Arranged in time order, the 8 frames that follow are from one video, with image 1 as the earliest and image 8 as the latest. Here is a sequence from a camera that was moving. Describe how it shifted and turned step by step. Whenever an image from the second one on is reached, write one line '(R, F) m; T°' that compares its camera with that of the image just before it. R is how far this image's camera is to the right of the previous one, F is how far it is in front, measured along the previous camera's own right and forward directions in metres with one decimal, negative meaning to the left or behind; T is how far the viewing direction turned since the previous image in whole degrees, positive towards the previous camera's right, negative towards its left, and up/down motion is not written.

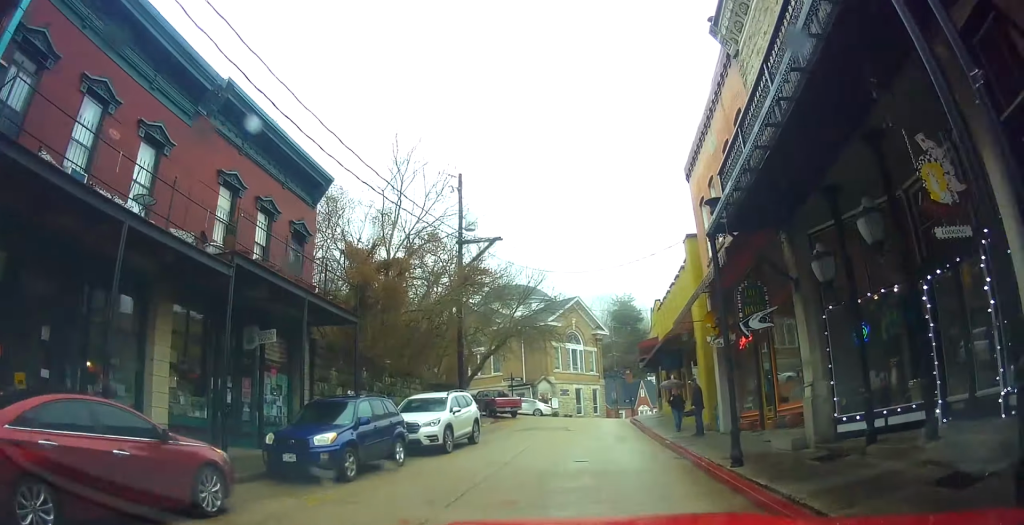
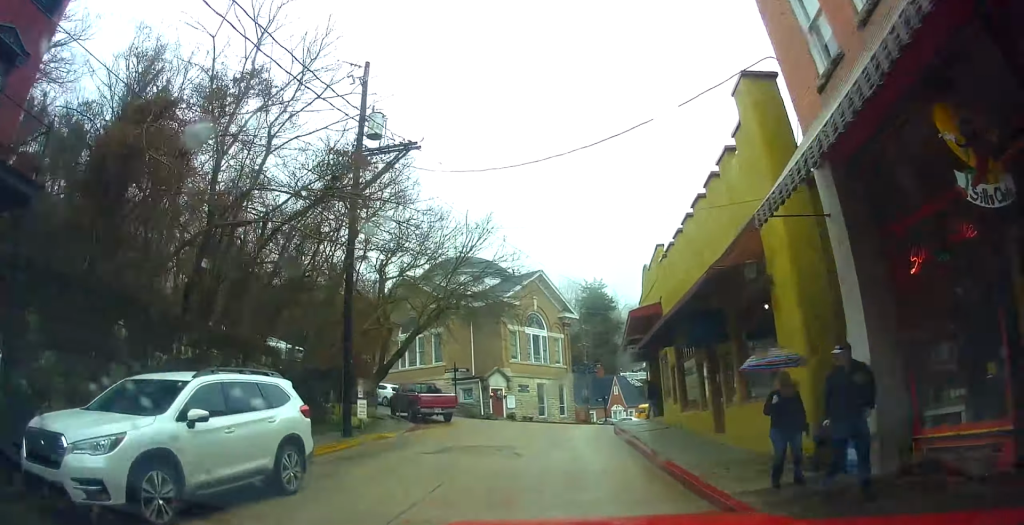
(+1.2, +9.4) m; +11°
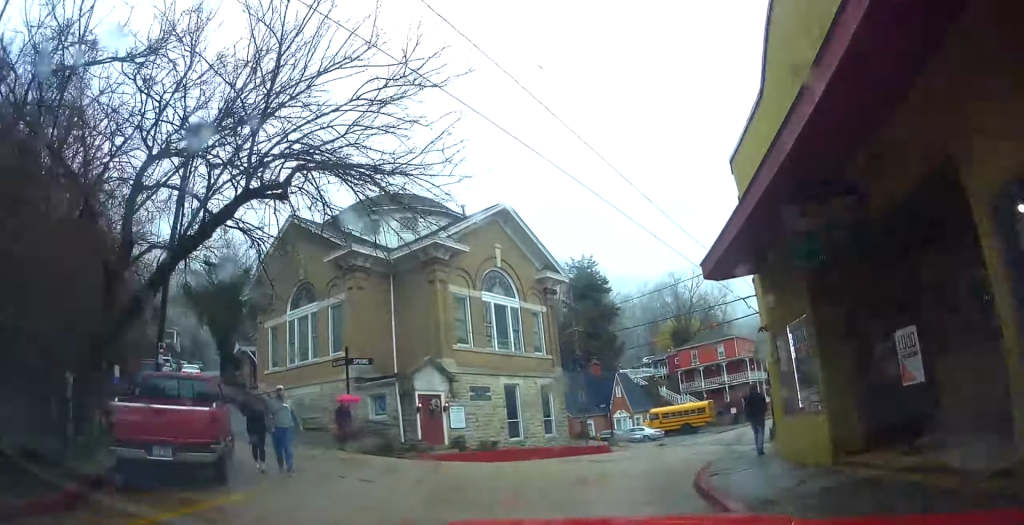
(+0.3, +18.4) m; +2°
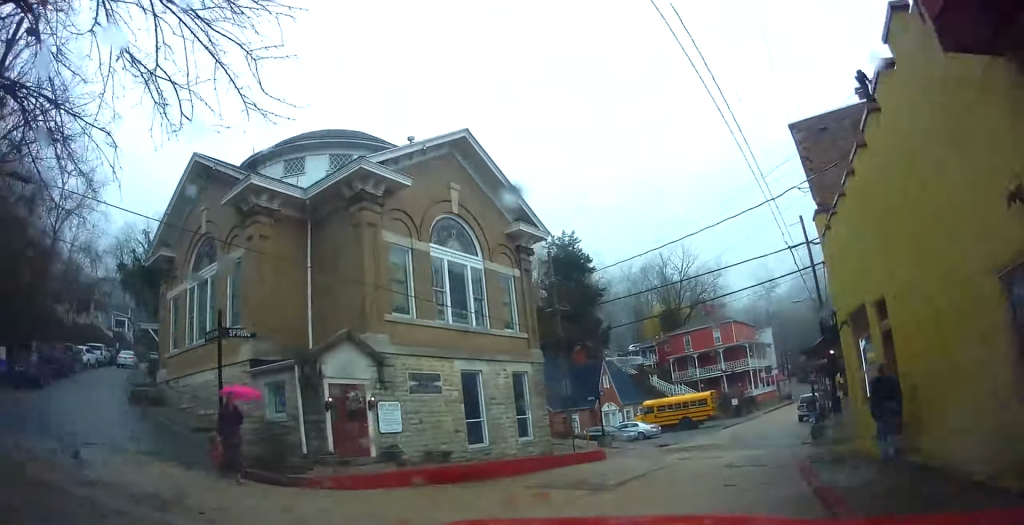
(+0.3, +7.9) m; +7°
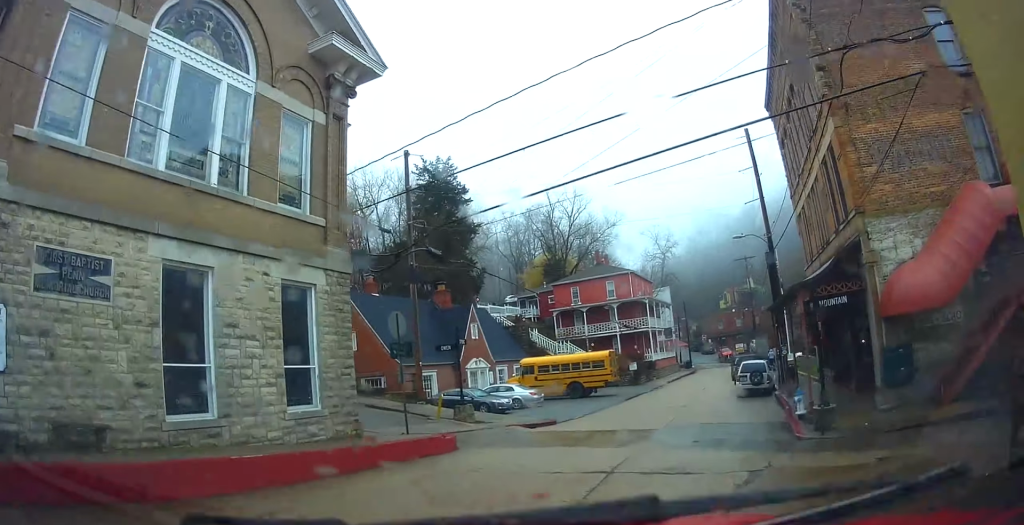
(+0.9, +10.5) m; +10°
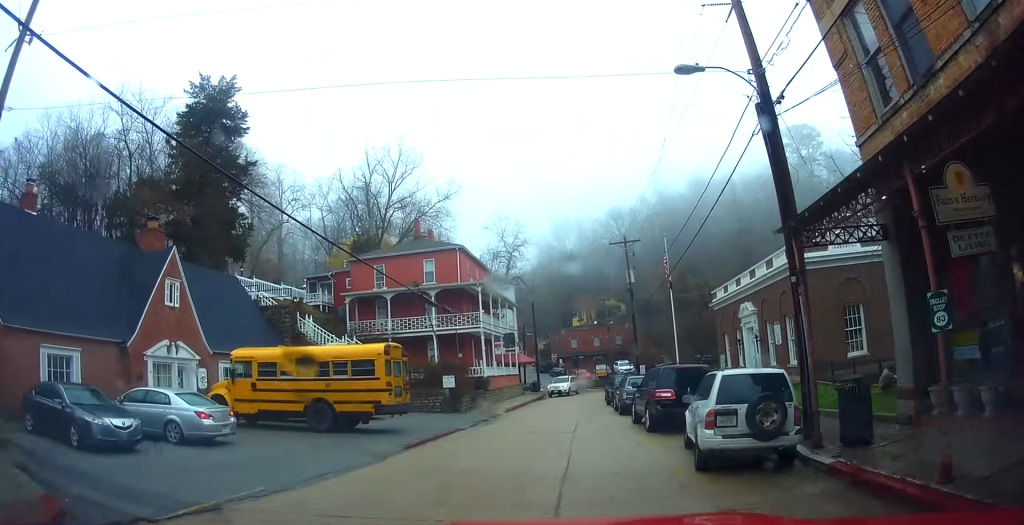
(+2.2, +17.2) m; +12°
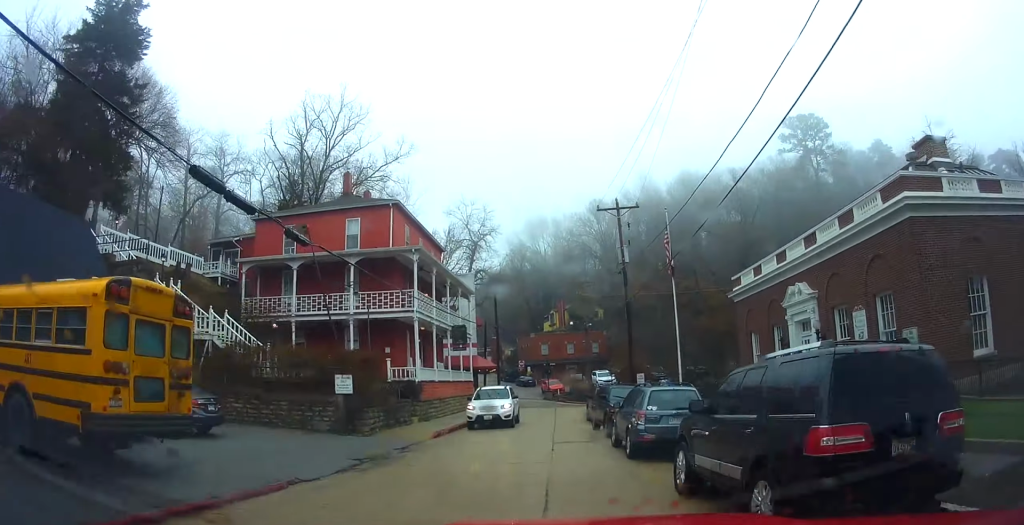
(+0.3, +9.6) m; +2°
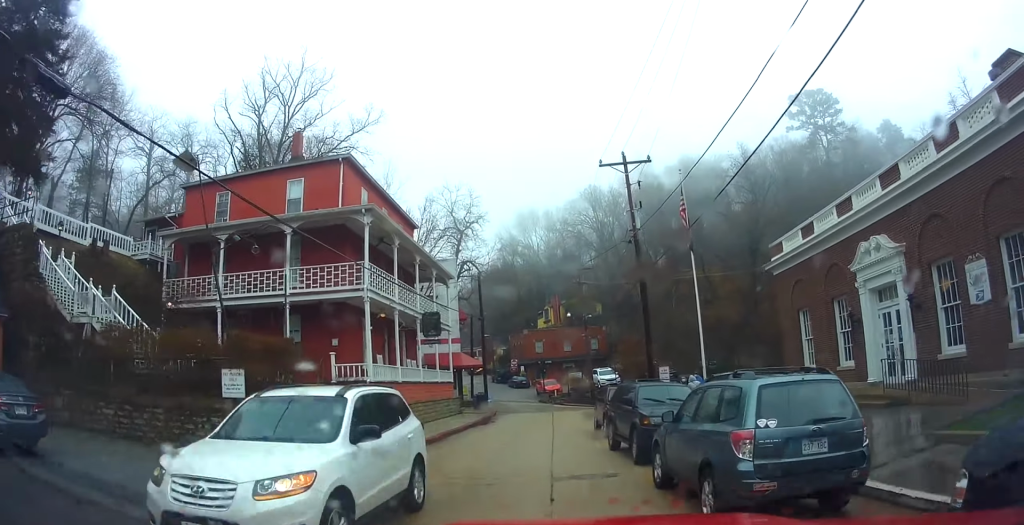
(+0.1, +6.8) m; 0°
